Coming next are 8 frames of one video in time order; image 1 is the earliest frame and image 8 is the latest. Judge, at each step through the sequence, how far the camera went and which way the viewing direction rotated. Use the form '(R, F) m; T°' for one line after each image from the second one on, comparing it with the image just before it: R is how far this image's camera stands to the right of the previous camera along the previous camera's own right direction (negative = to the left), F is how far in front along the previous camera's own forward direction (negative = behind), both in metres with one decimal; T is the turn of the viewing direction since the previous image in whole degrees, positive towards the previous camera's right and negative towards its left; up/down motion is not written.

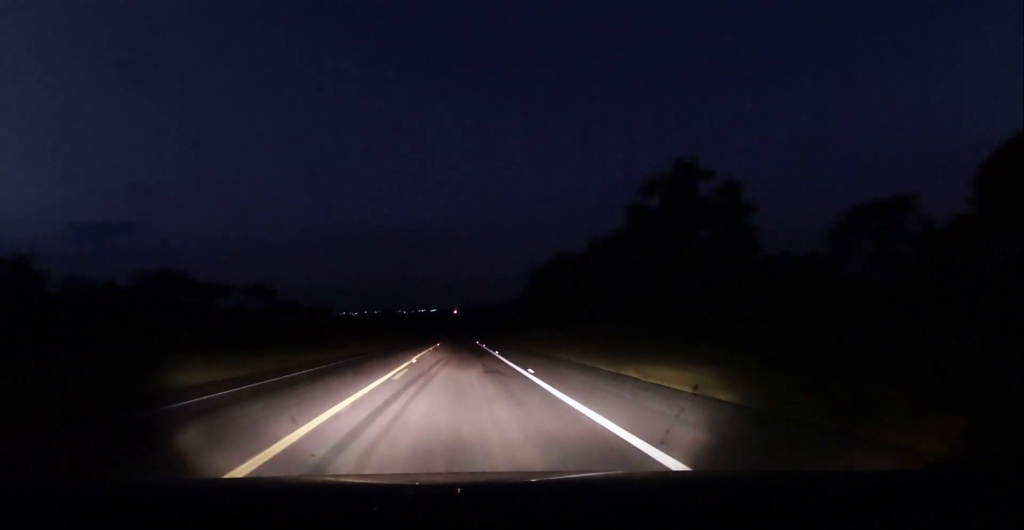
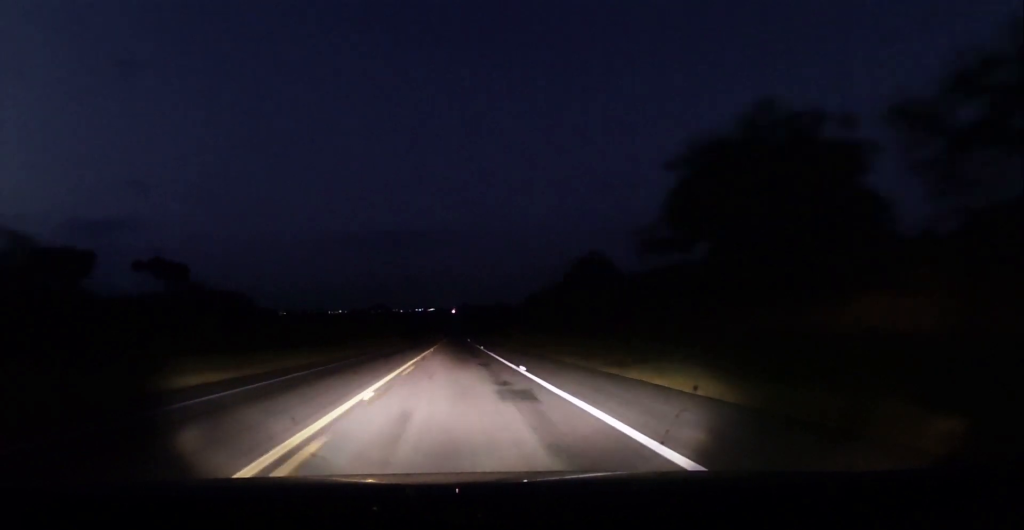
(-0.3, +45.1) m; -1°
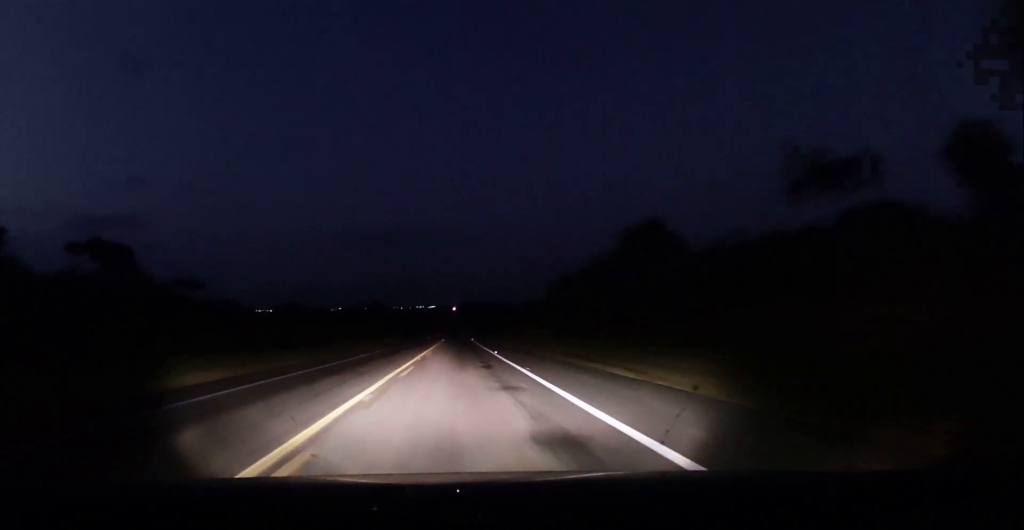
(-0.3, +16.6) m; 0°
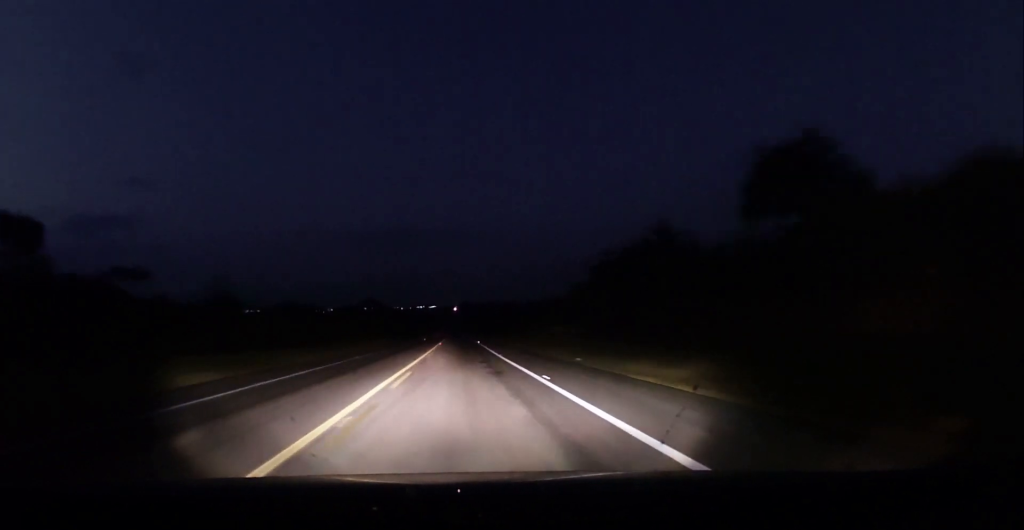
(+0.2, +18.9) m; 0°
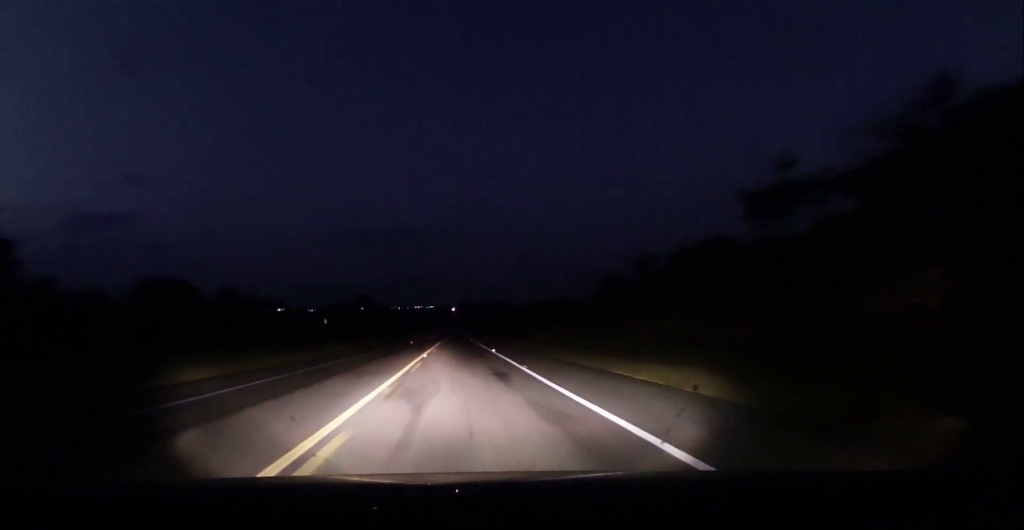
(+0.3, +27.5) m; 0°
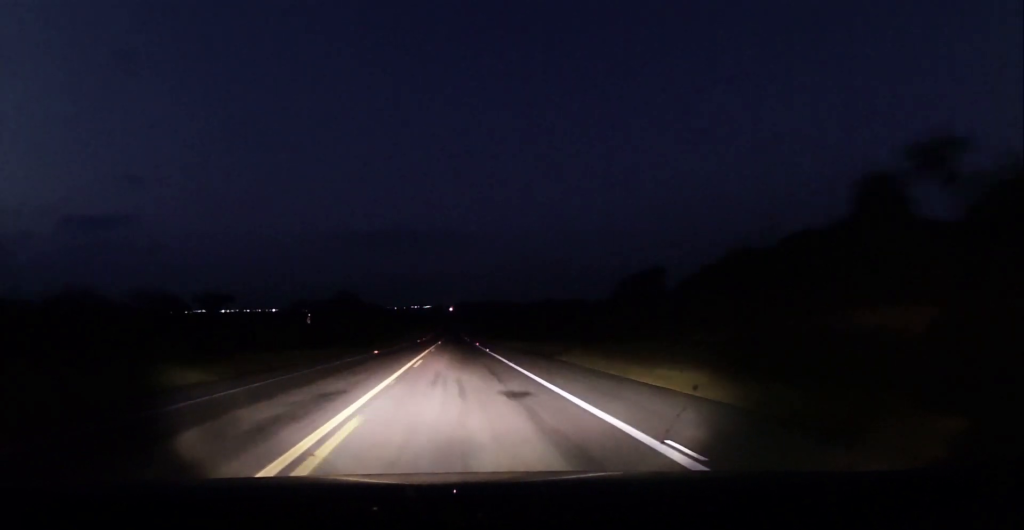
(-0.3, +32.0) m; 0°
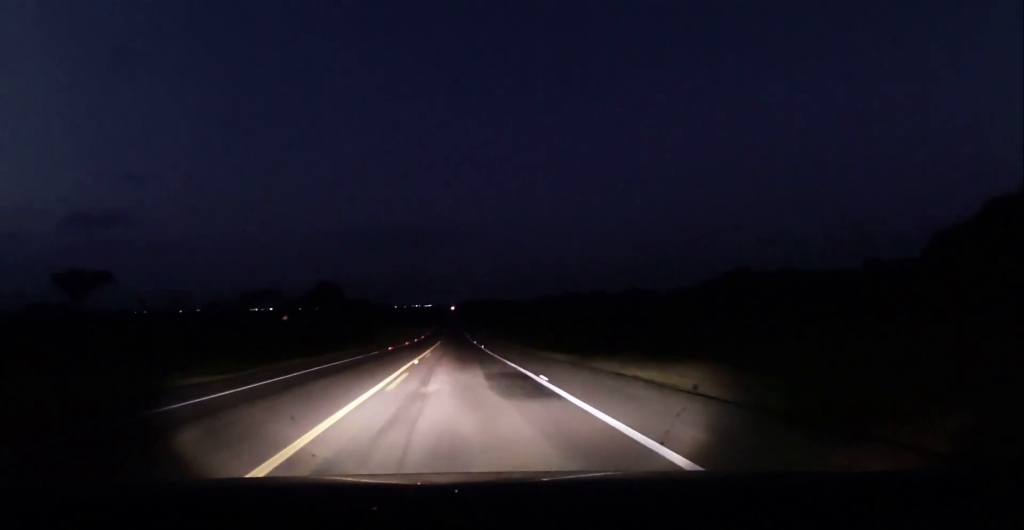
(0.0, +43.3) m; 0°
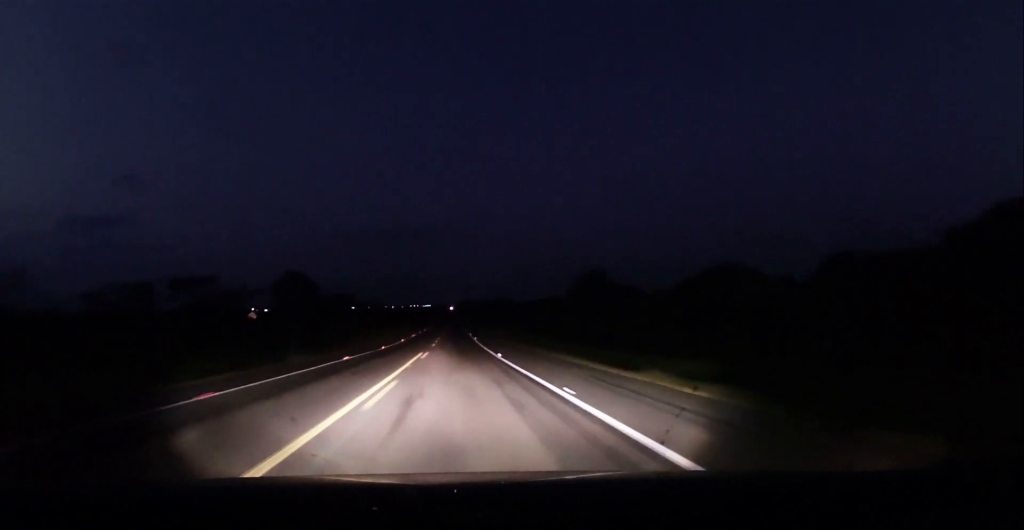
(+0.1, +38.4) m; 0°
